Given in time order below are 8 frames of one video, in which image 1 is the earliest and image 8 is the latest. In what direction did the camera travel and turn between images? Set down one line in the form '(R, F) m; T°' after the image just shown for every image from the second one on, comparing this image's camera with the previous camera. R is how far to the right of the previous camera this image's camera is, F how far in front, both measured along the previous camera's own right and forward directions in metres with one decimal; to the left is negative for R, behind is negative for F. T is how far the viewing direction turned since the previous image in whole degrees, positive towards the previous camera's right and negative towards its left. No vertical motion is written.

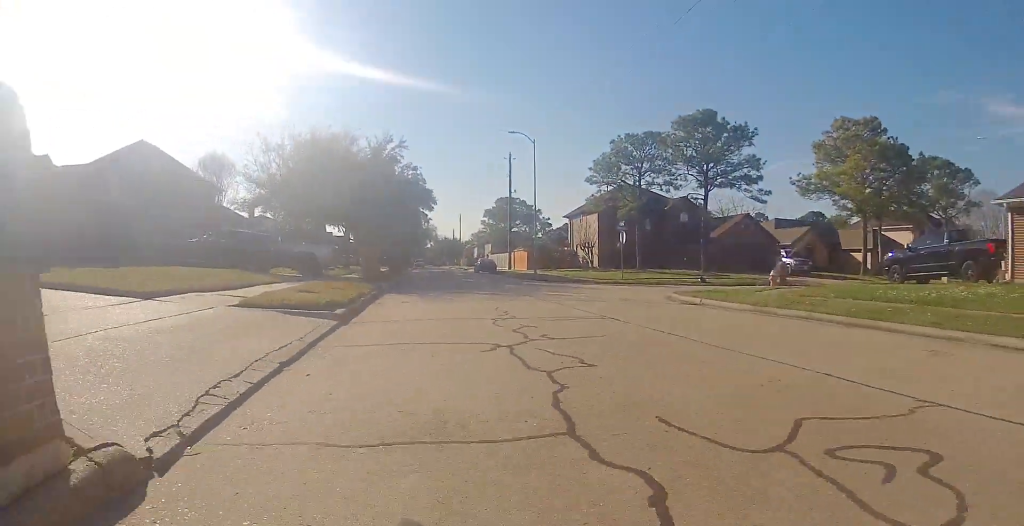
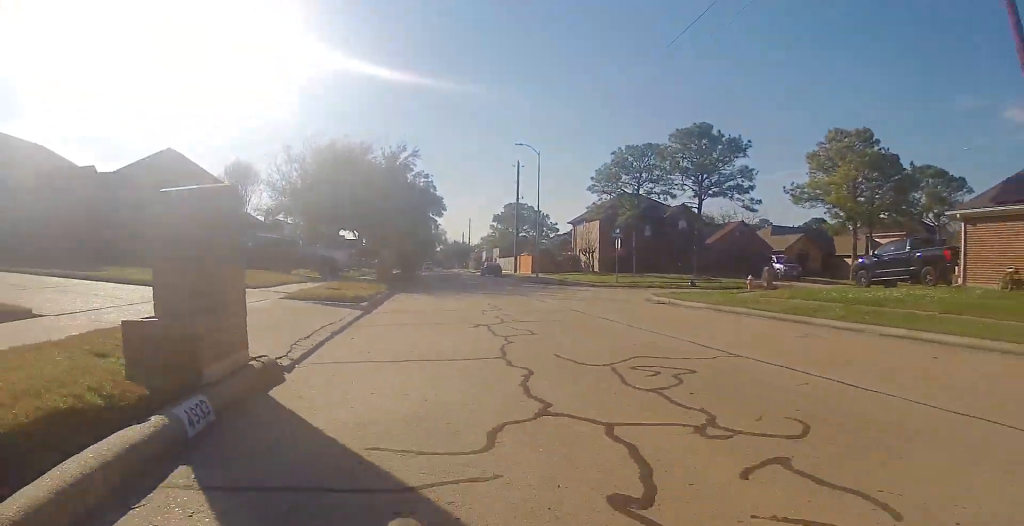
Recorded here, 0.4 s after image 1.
(0.0, +2.4) m; -2°
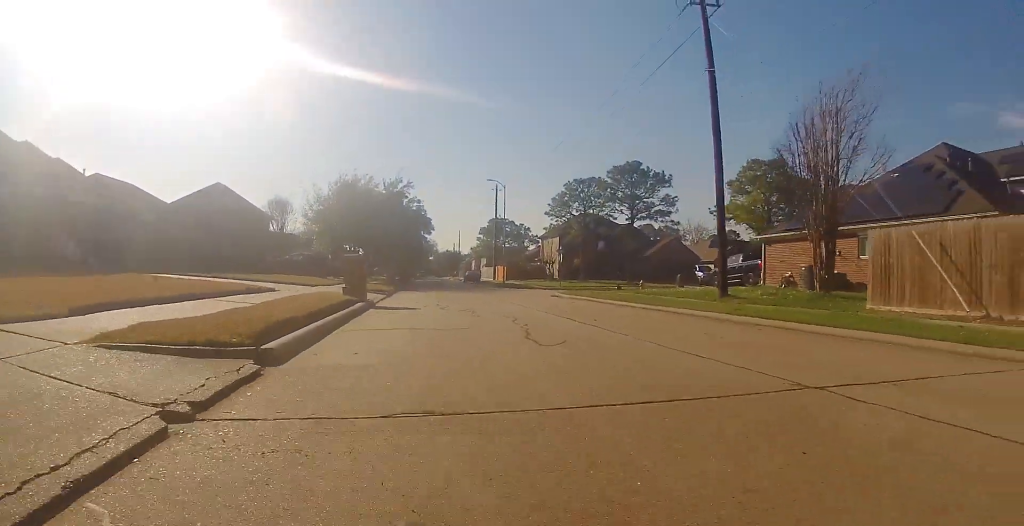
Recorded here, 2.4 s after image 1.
(-0.5, +11.9) m; 0°
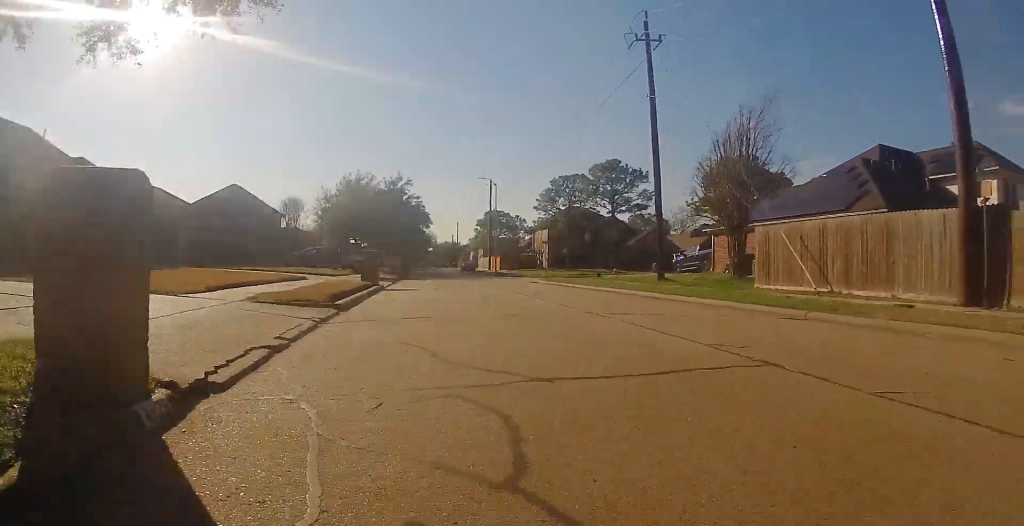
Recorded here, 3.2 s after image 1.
(+0.2, +5.0) m; +4°
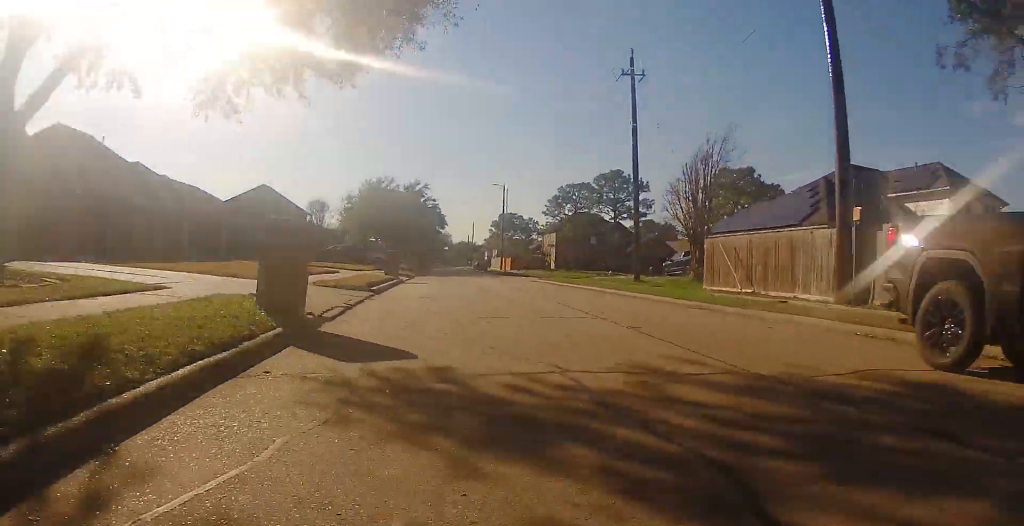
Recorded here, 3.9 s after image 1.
(-0.1, +4.3) m; +4°
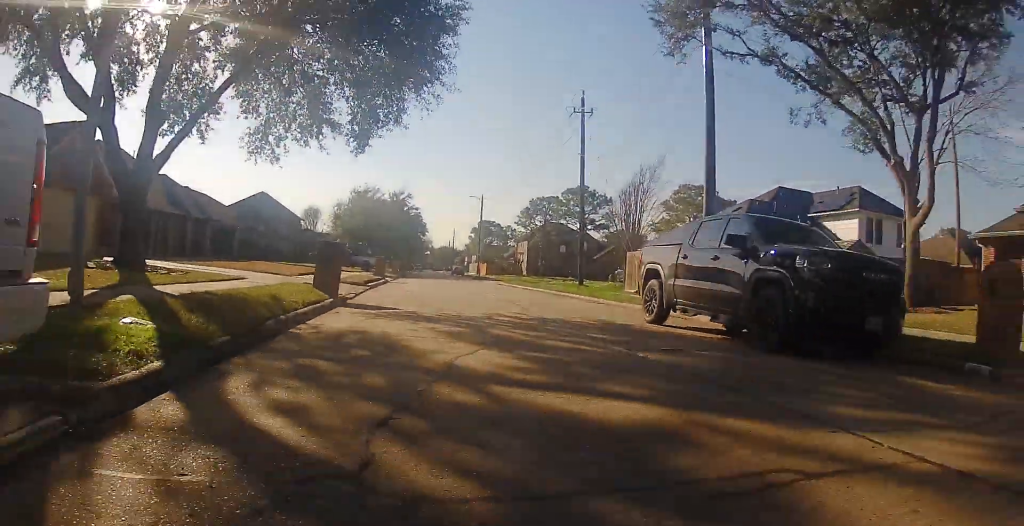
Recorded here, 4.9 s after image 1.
(+0.5, +5.7) m; 0°
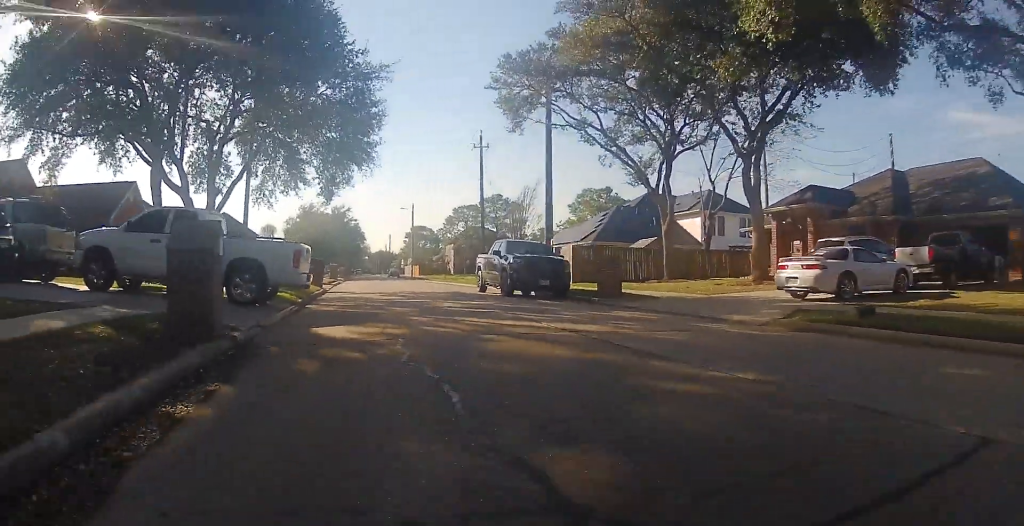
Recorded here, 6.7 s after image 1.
(-1.2, +9.8) m; -9°
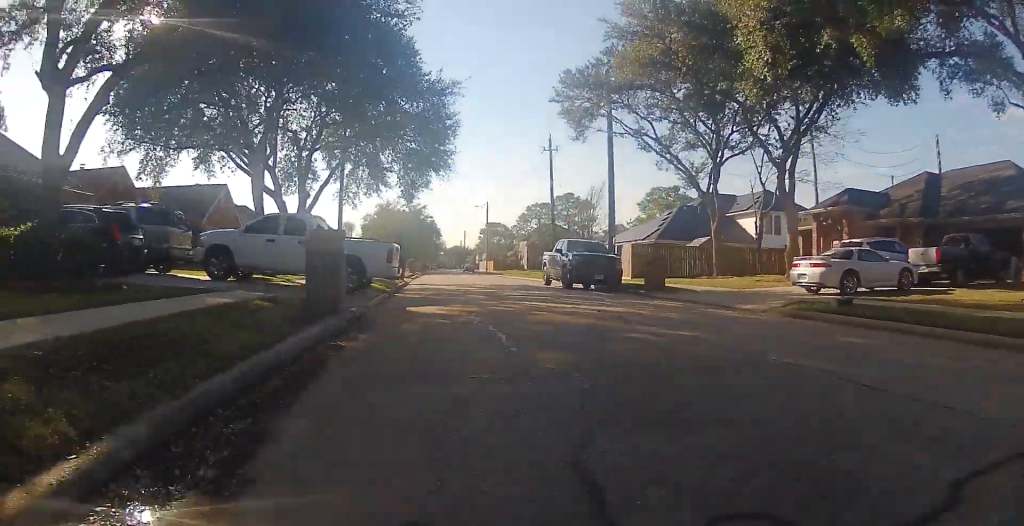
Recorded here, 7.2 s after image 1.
(0.0, +2.7) m; -1°
